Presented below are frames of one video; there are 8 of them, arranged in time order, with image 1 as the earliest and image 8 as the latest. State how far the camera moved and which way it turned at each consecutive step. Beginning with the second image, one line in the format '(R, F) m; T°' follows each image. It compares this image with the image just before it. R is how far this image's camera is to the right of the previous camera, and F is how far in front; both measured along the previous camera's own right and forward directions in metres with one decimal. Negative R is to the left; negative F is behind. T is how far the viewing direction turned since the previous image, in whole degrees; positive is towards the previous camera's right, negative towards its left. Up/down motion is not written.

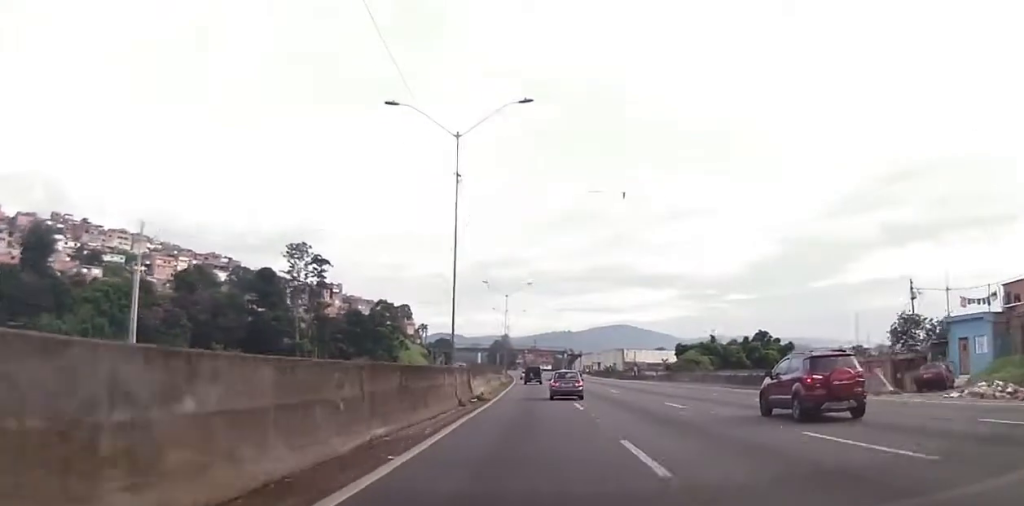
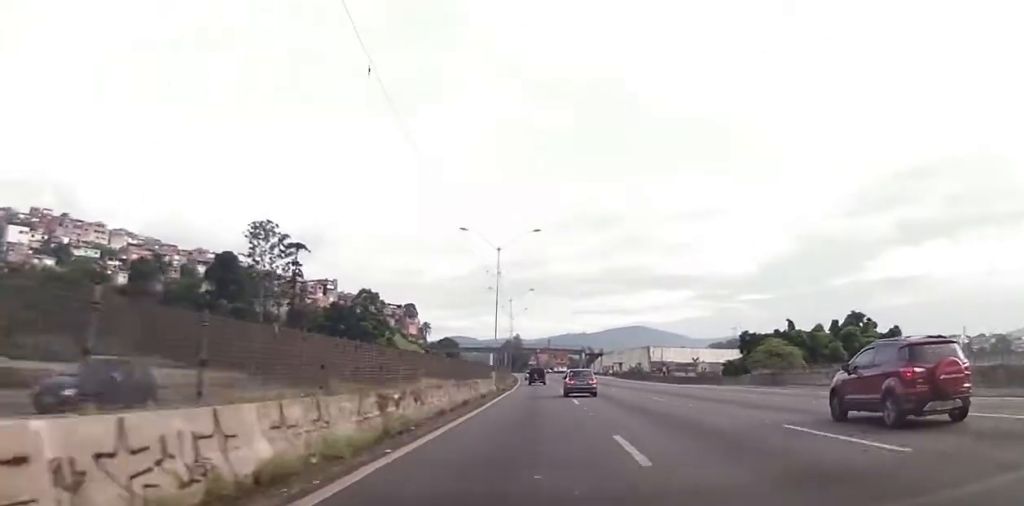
(+0.2, +32.5) m; -1°
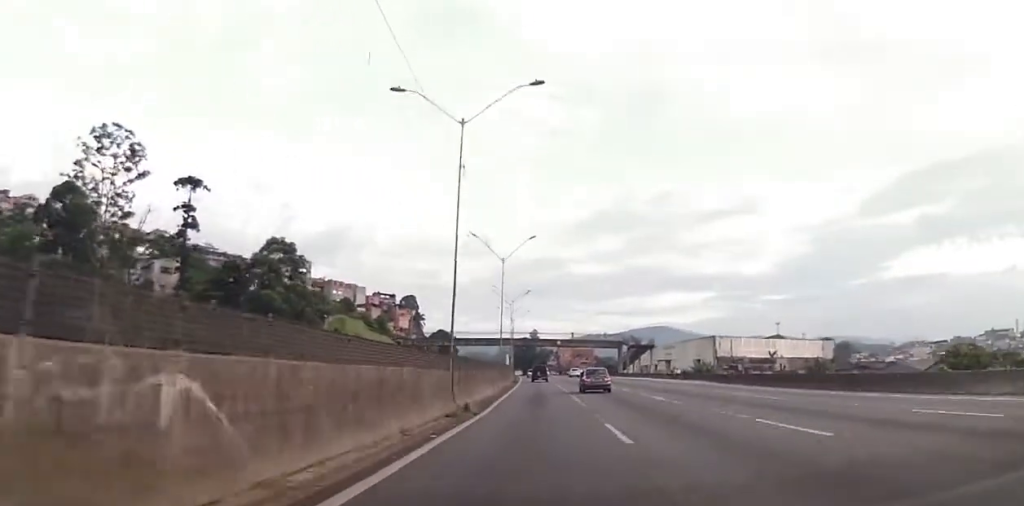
(-2.1, +66.6) m; -3°
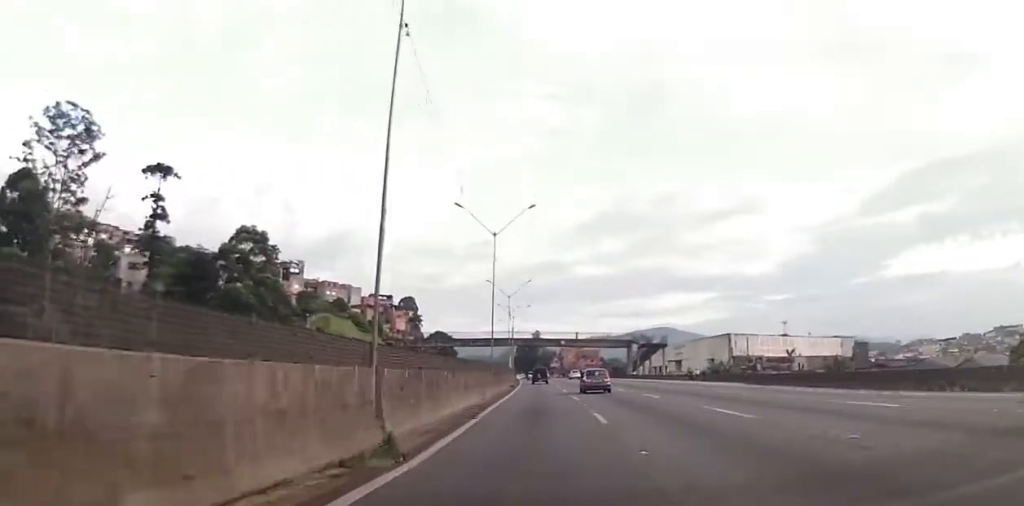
(0.0, +11.4) m; 0°
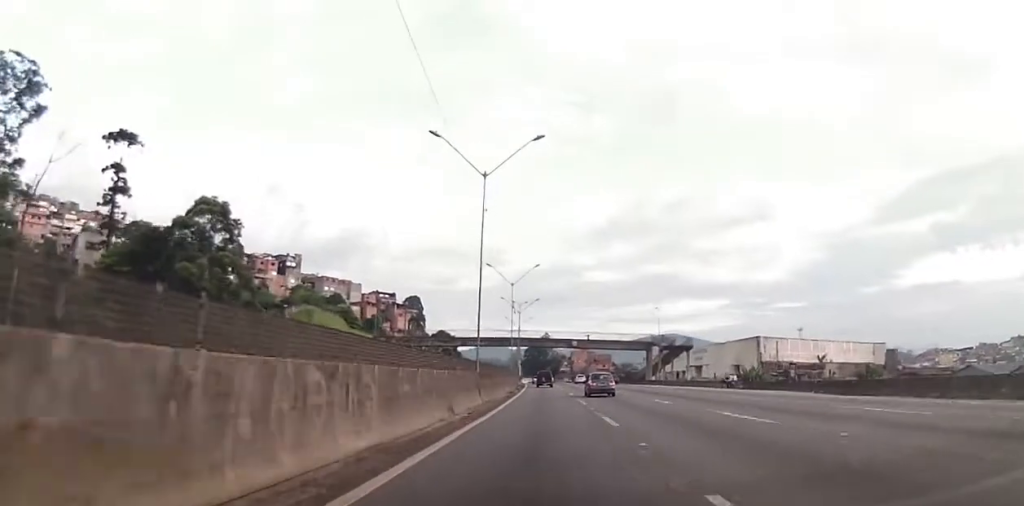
(0.0, +14.7) m; 0°
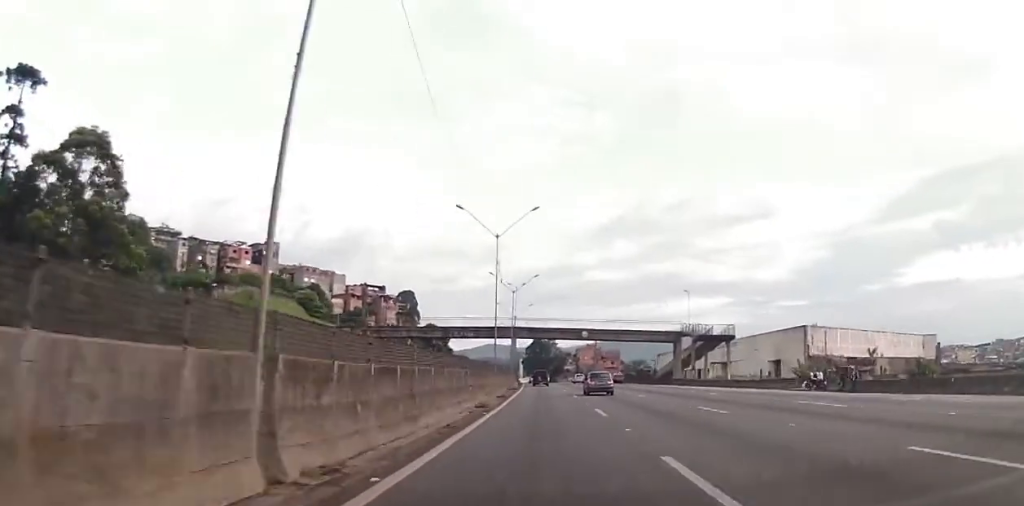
(0.0, +24.6) m; 0°
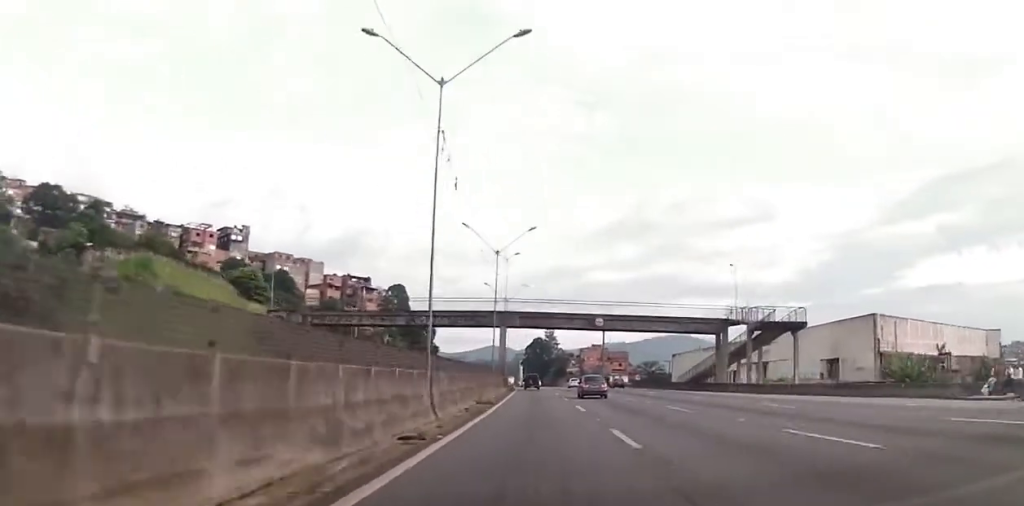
(0.0, +25.6) m; 0°
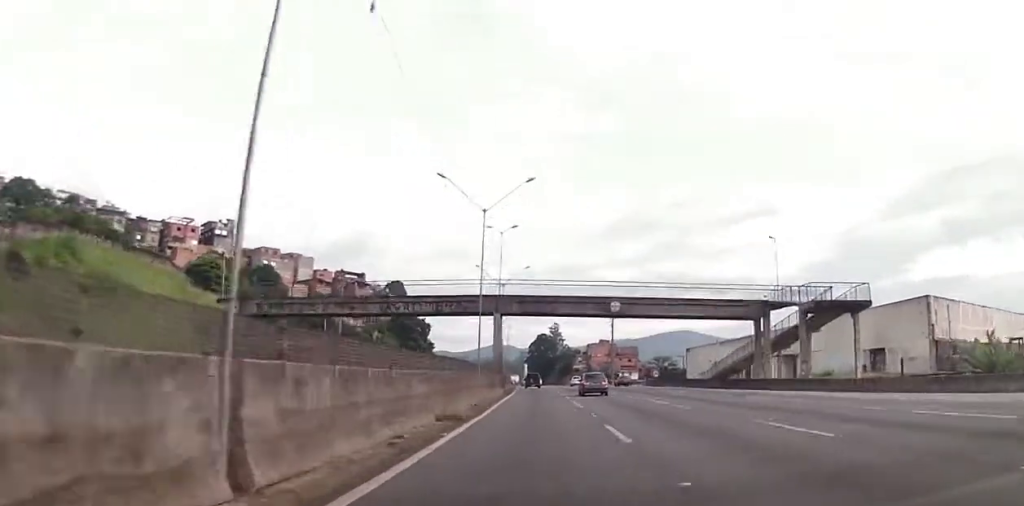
(+0.1, +13.3) m; -1°
